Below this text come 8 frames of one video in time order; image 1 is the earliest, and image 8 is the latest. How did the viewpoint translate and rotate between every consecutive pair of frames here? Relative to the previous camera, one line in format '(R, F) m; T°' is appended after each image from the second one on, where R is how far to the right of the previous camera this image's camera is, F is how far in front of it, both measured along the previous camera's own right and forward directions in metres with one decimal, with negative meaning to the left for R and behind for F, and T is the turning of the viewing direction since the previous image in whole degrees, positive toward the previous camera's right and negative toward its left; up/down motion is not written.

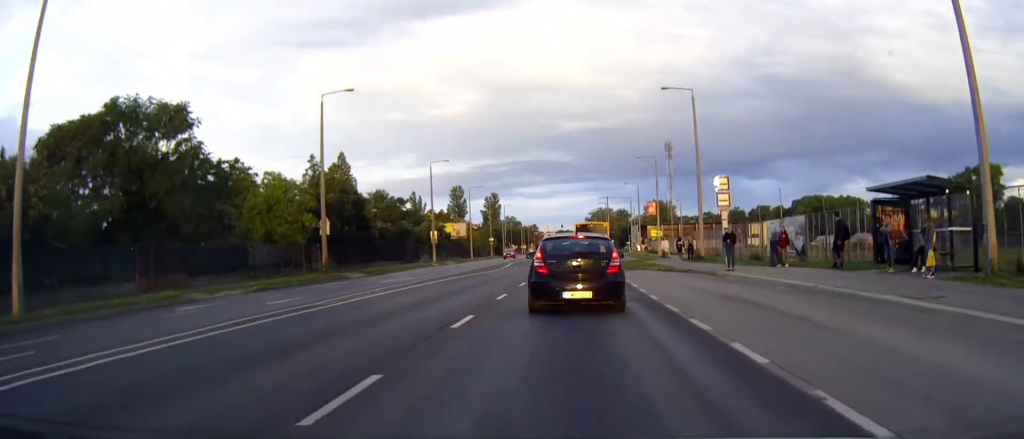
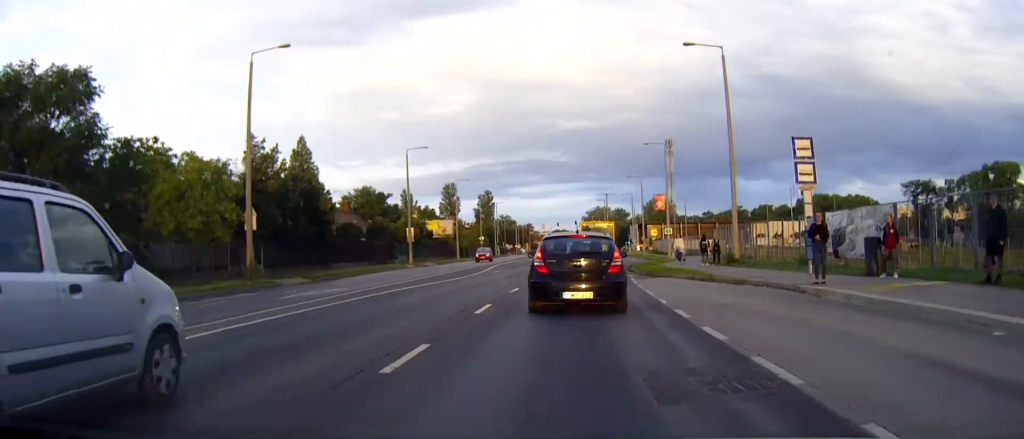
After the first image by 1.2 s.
(0.0, +10.6) m; 0°
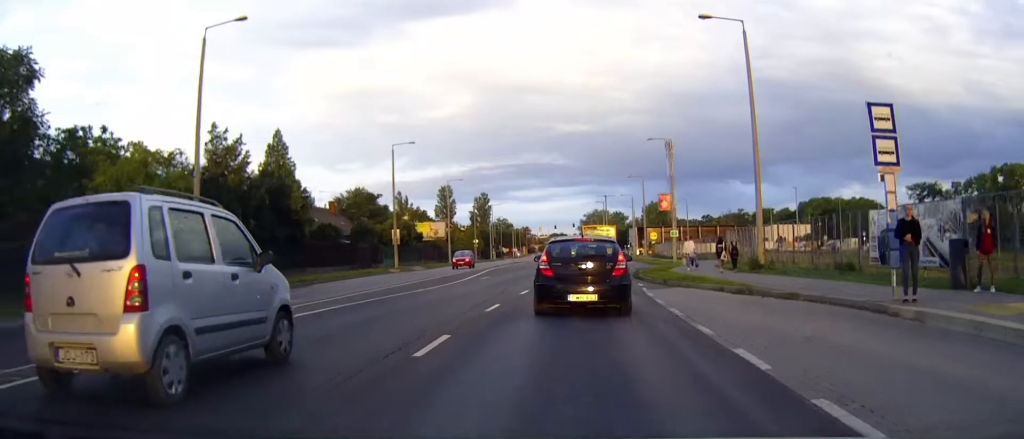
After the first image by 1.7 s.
(0.0, +5.0) m; 0°
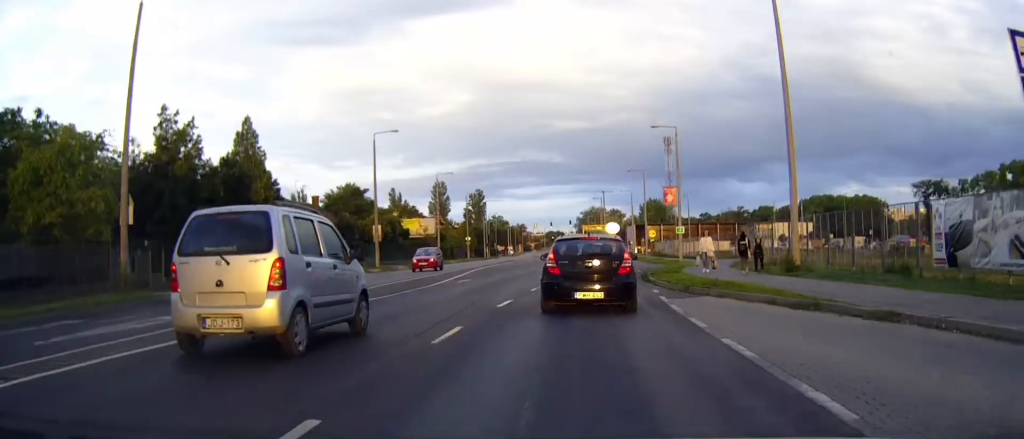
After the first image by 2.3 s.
(0.0, +5.5) m; 0°
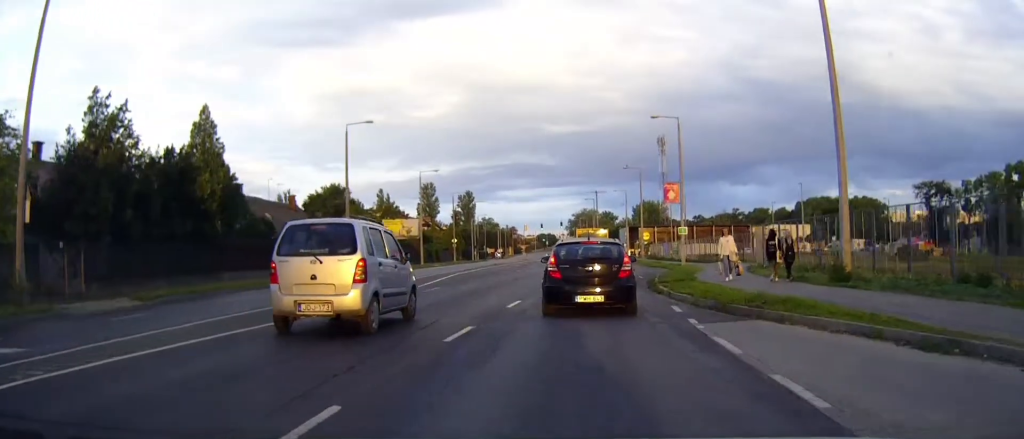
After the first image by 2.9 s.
(0.0, +5.6) m; +1°
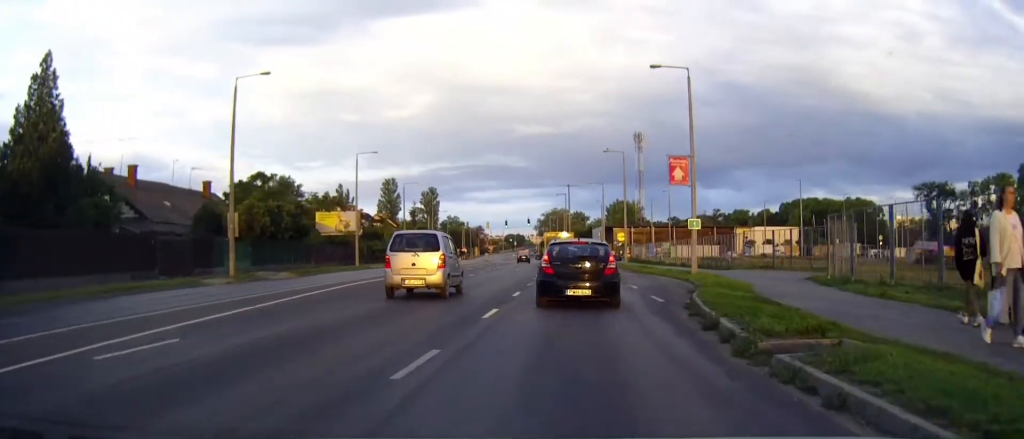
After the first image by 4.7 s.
(+0.3, +15.3) m; +2°
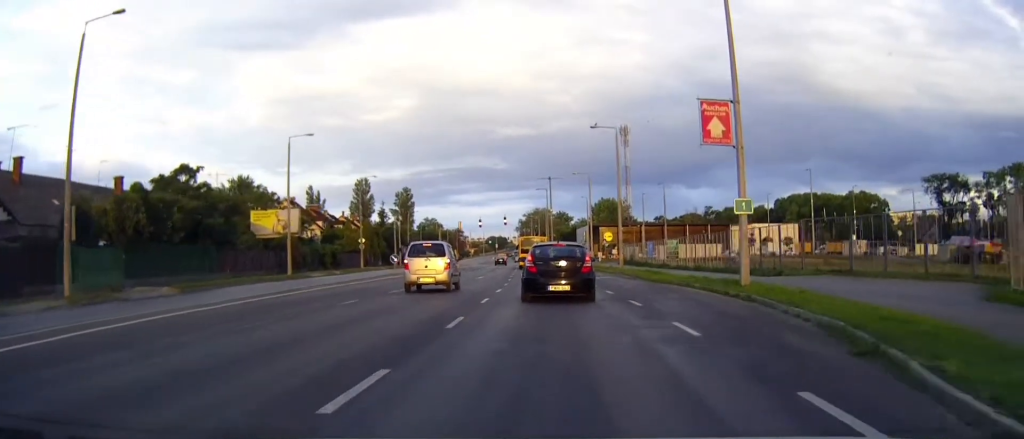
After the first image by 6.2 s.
(+0.2, +13.6) m; +1°
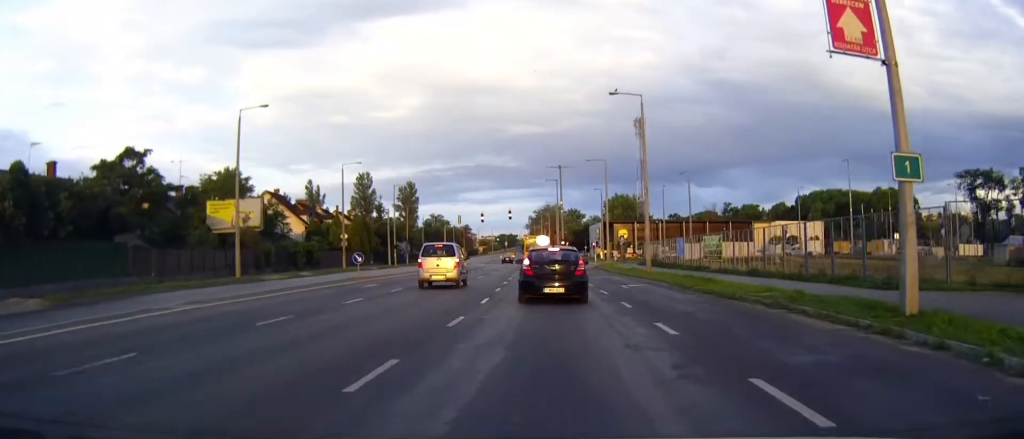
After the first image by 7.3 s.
(0.0, +10.8) m; 0°
